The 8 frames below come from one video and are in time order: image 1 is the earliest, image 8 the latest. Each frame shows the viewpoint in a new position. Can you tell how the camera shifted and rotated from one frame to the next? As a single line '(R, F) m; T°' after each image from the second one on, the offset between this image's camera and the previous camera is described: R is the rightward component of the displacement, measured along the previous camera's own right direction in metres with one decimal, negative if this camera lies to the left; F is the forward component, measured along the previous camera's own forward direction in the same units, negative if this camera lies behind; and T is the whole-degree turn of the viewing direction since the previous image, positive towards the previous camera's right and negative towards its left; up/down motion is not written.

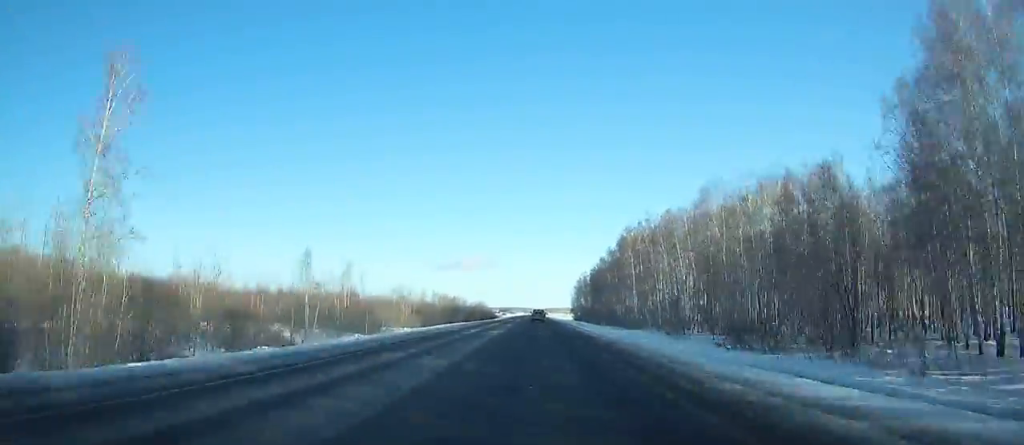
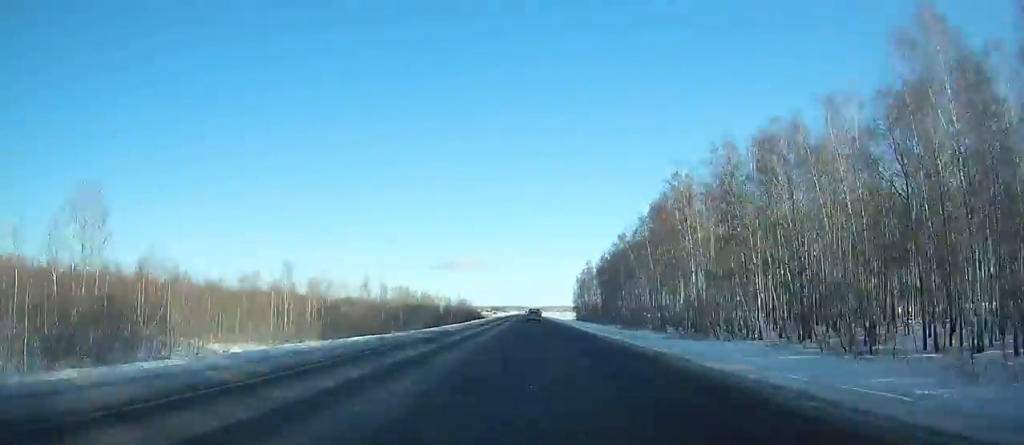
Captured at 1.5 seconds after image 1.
(+0.1, +48.6) m; 0°
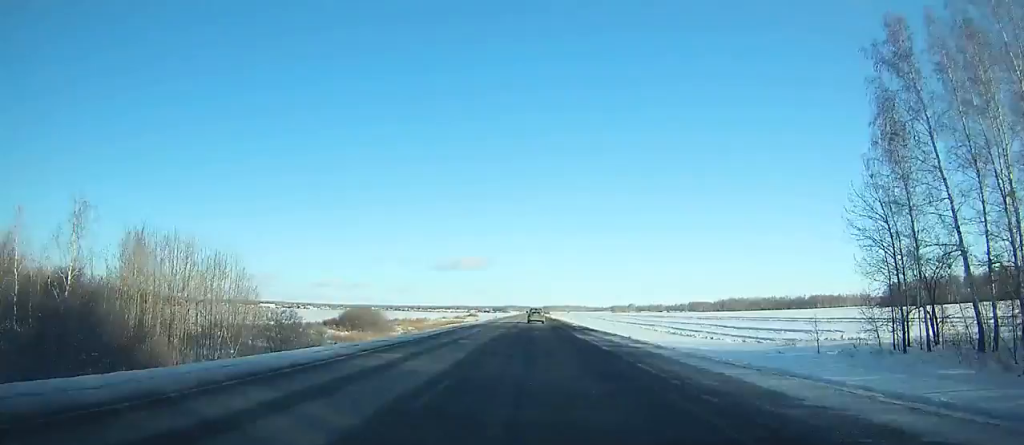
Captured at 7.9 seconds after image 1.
(+0.9, +216.2) m; 0°
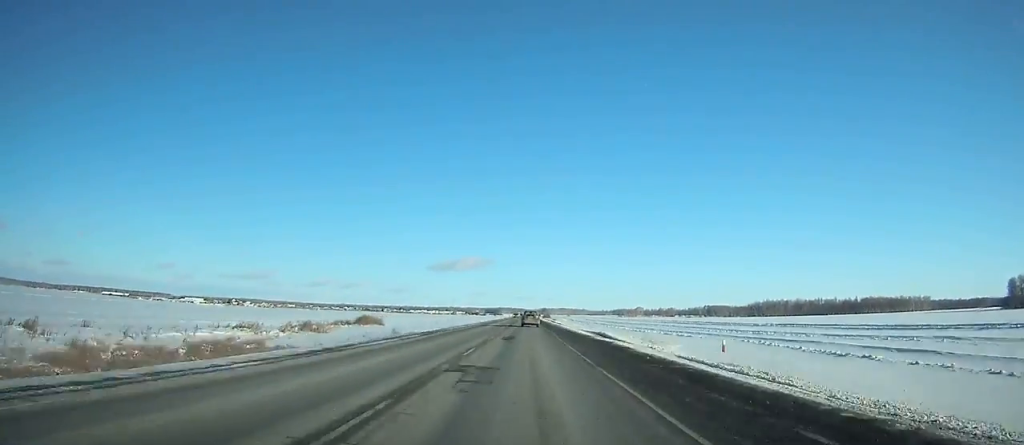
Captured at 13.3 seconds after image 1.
(-0.7, +179.6) m; 0°
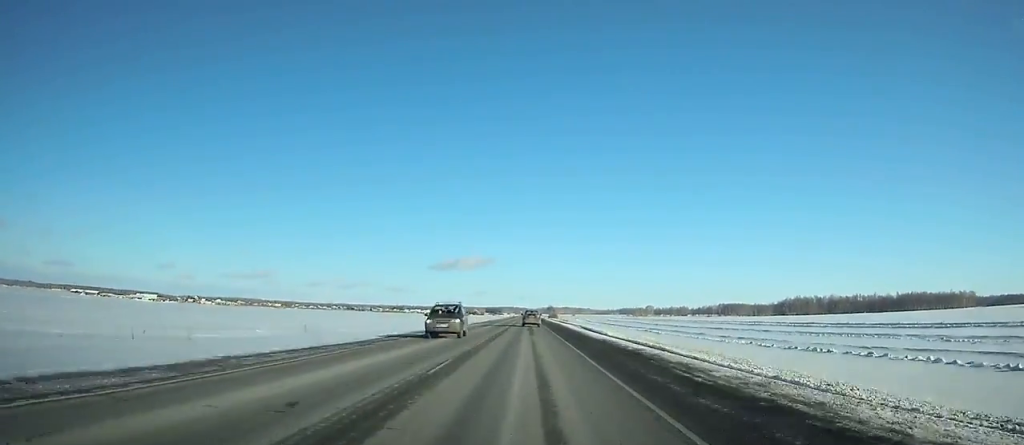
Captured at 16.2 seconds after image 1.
(+0.1, +90.0) m; 0°
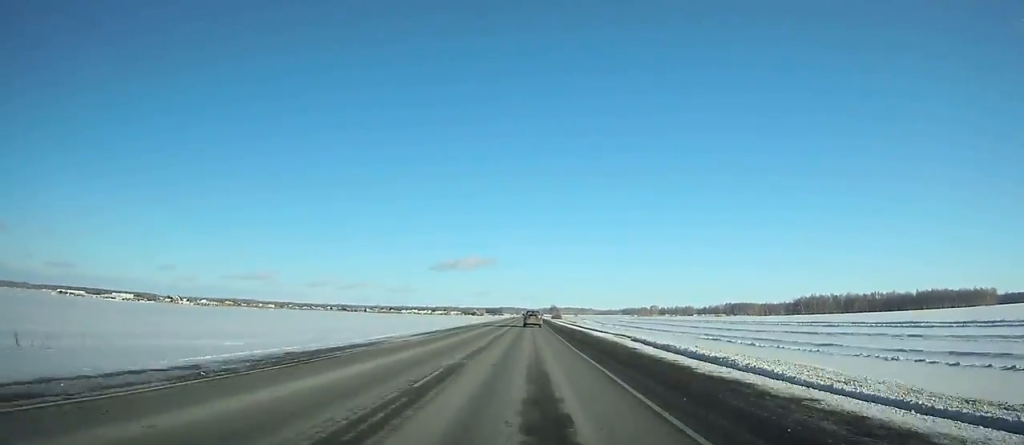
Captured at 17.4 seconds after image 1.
(0.0, +36.2) m; 0°
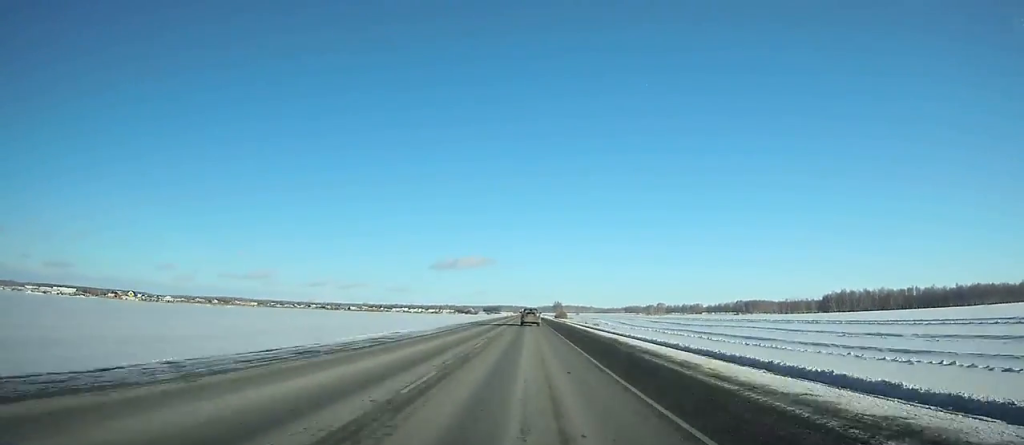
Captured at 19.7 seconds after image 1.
(+0.1, +69.0) m; 0°
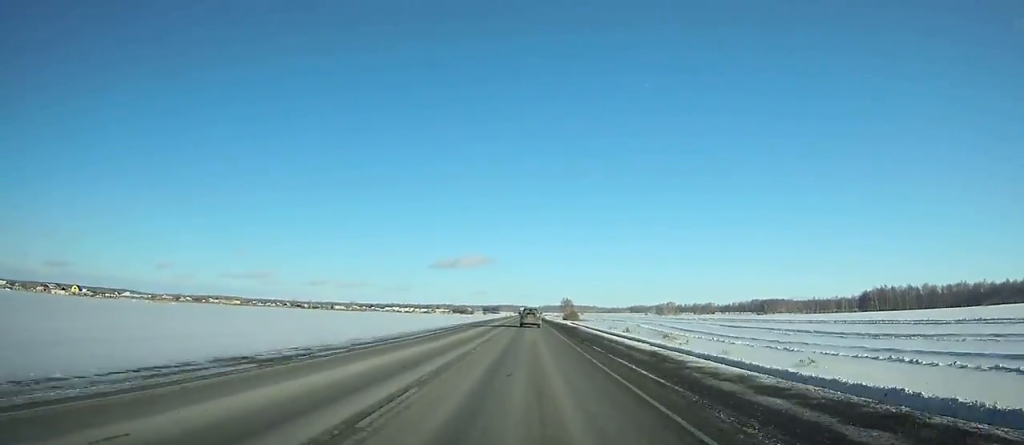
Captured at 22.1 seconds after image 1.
(0.0, +73.3) m; 0°
